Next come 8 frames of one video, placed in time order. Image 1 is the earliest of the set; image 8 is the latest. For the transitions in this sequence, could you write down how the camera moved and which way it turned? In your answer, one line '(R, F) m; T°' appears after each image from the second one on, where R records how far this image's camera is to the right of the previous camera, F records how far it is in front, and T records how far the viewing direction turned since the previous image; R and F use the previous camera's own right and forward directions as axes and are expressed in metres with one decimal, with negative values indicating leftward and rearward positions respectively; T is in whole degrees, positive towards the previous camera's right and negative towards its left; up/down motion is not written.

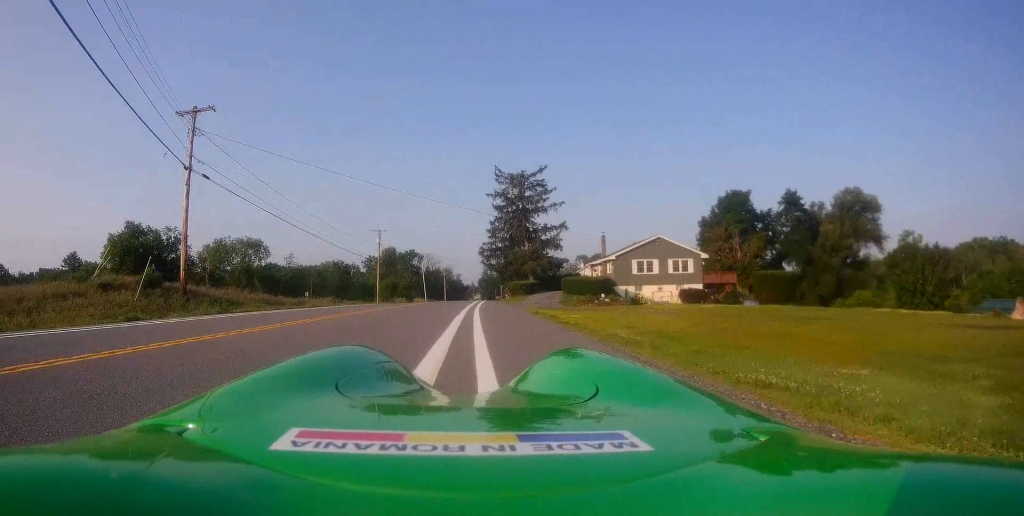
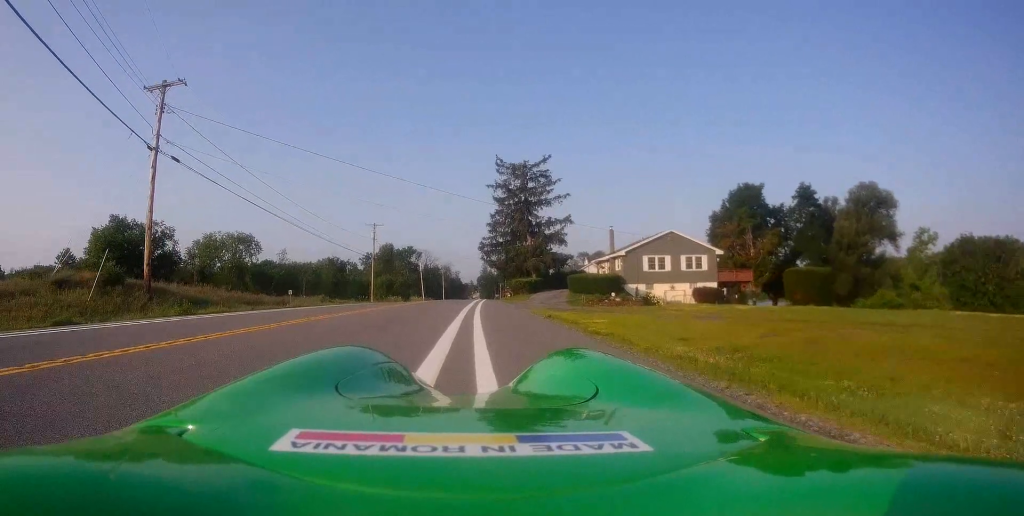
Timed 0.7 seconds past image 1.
(+0.2, +3.8) m; -1°
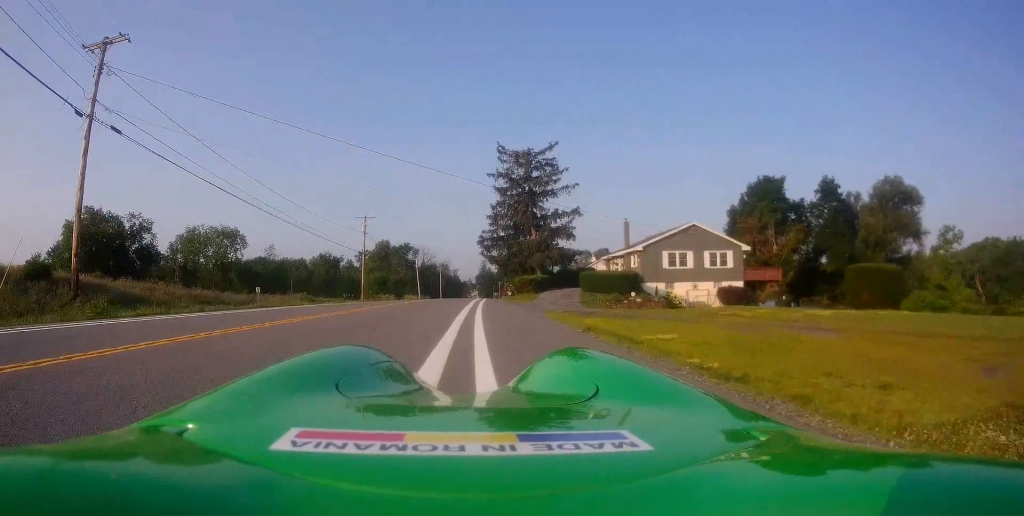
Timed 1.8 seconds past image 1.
(-0.3, +5.6) m; -2°
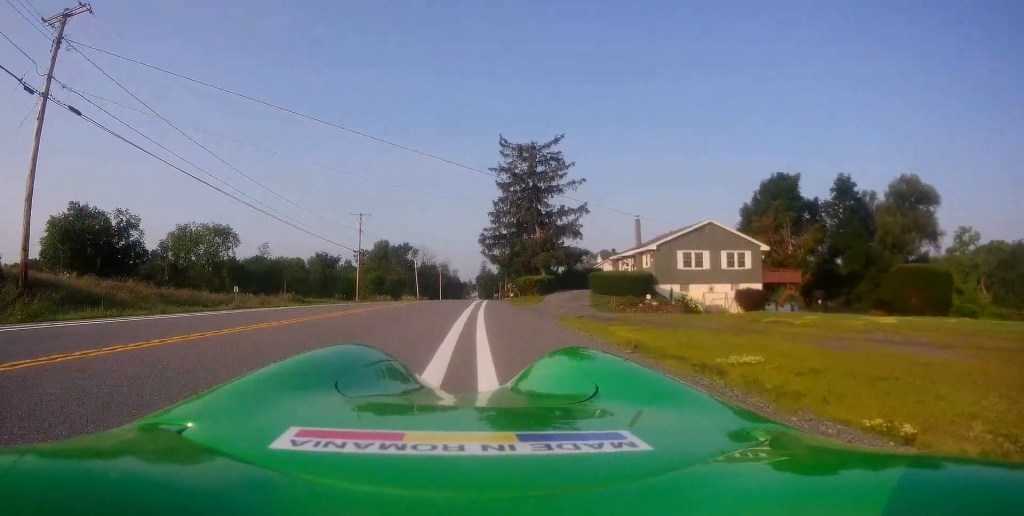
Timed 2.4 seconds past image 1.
(+0.1, +3.4) m; +2°
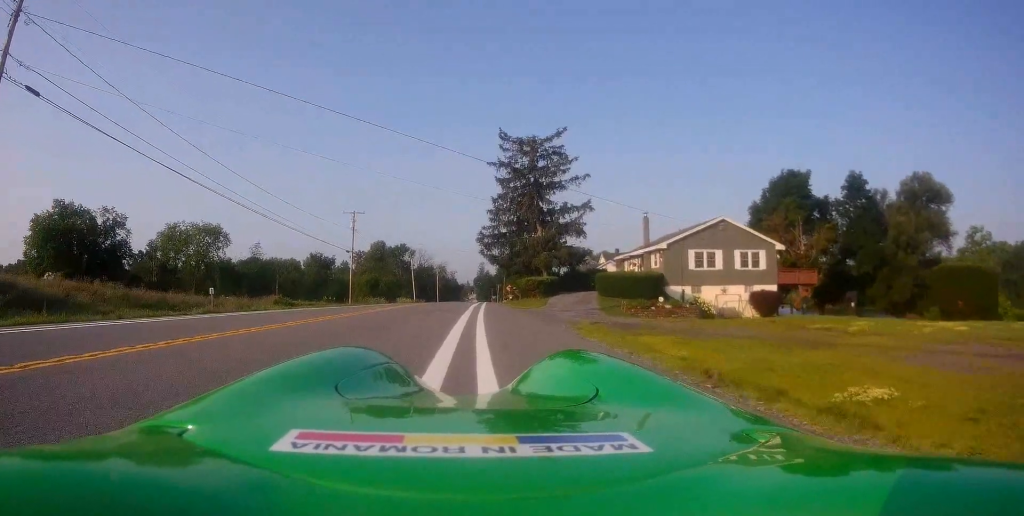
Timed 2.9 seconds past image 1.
(0.0, +2.7) m; +2°
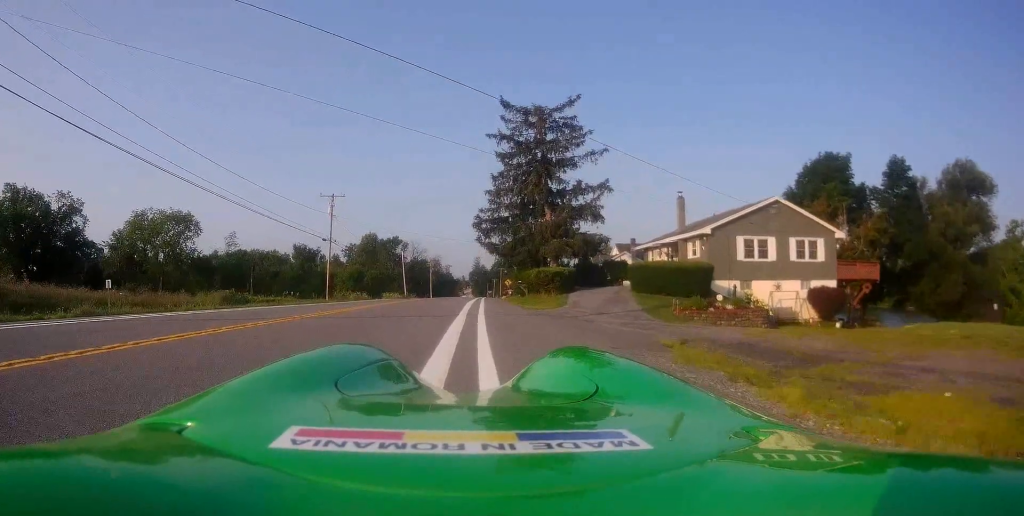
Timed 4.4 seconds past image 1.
(+0.1, +8.3) m; +1°
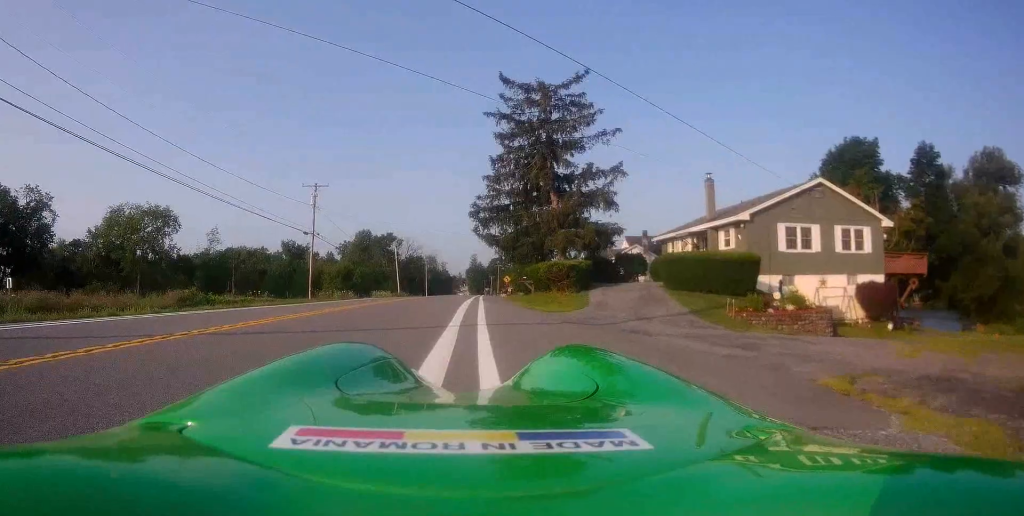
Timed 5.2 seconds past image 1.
(0.0, +5.1) m; +2°
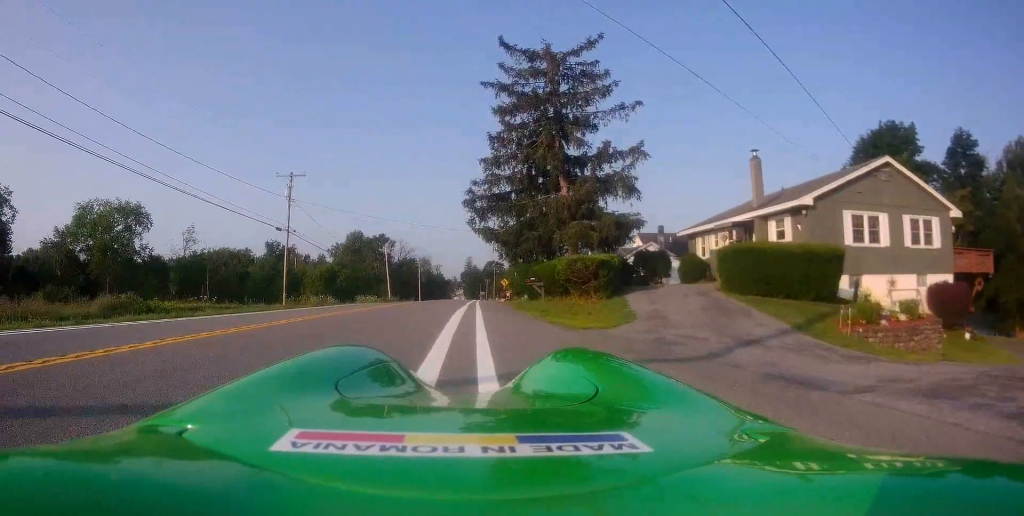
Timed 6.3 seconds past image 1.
(+0.1, +6.1) m; 0°
